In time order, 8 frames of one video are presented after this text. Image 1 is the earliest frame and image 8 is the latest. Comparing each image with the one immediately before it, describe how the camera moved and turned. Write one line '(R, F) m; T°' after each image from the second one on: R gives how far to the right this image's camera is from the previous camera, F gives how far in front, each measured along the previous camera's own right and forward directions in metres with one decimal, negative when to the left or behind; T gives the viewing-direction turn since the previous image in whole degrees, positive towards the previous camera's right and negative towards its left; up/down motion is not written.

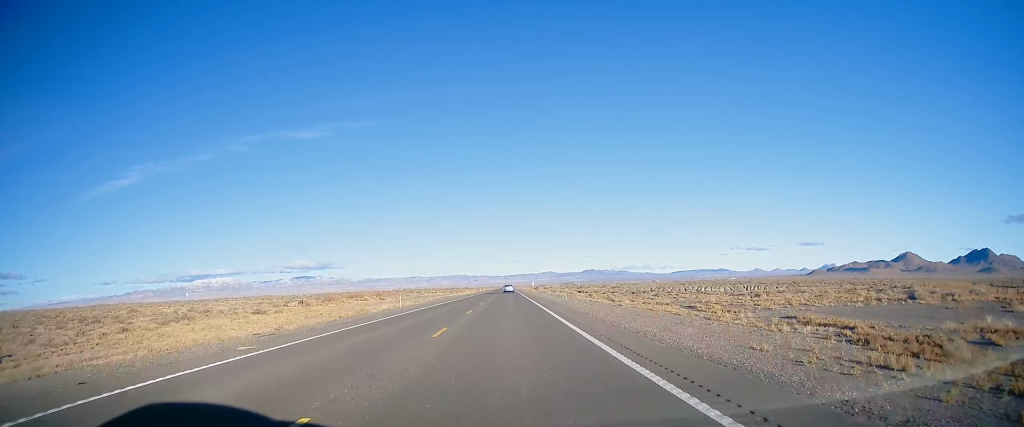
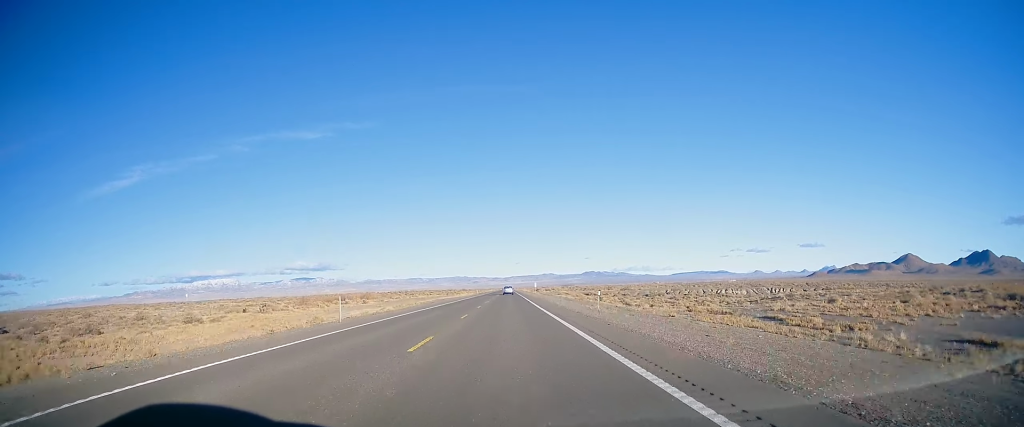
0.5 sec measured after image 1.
(+0.1, +15.0) m; 0°
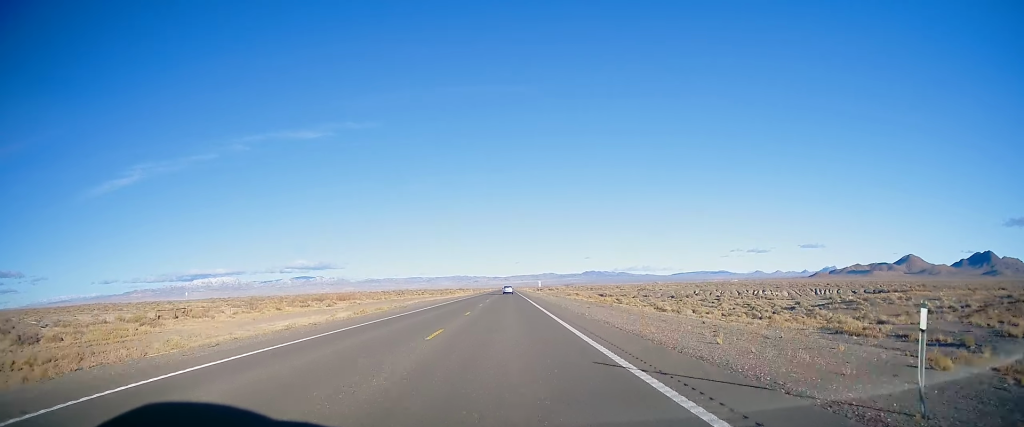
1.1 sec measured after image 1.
(0.0, +21.6) m; 0°
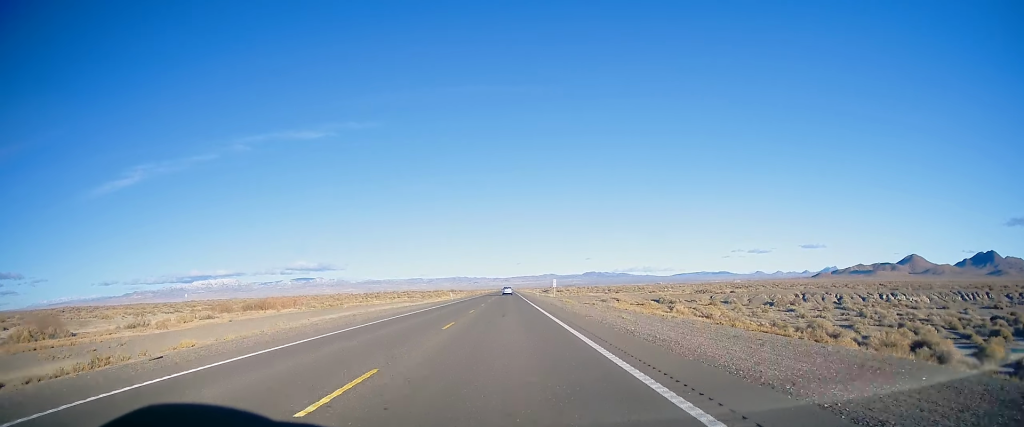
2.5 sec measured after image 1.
(+0.1, +44.6) m; 0°
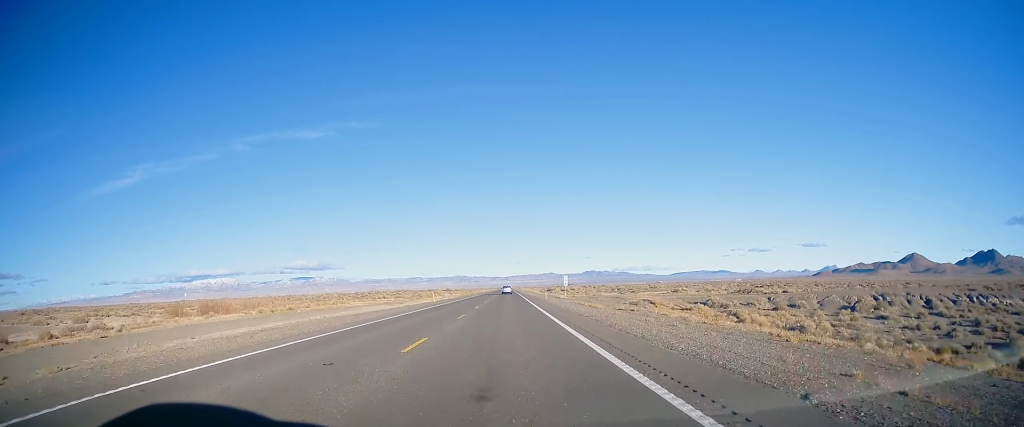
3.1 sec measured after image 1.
(0.0, +18.5) m; -1°
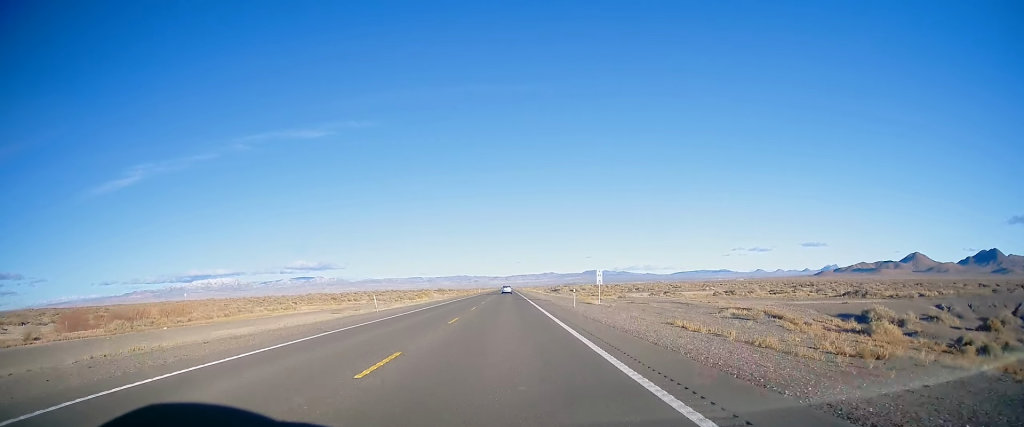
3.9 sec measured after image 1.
(-0.1, +27.3) m; -1°
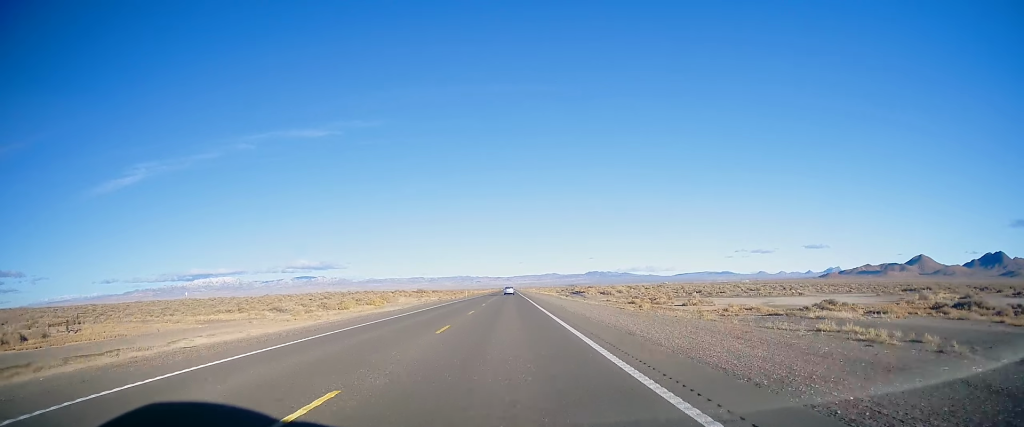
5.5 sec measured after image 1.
(+0.2, +52.8) m; +1°
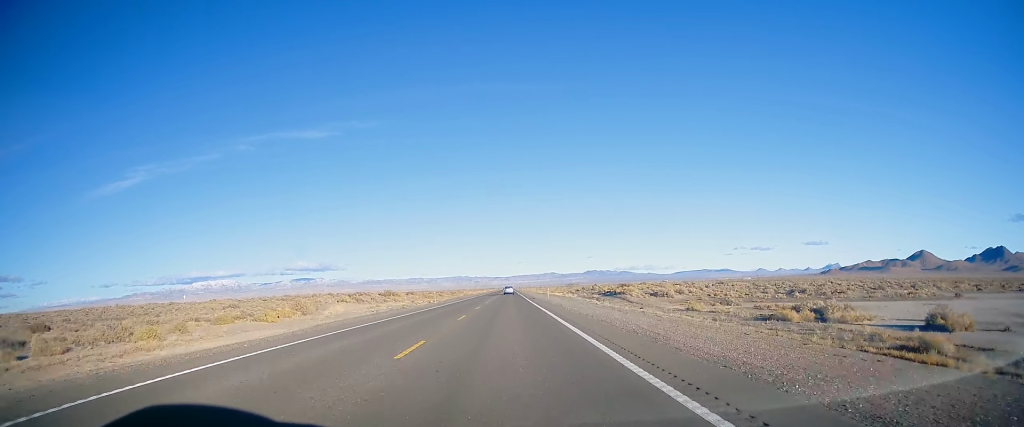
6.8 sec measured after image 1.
(+0.1, +42.1) m; 0°
